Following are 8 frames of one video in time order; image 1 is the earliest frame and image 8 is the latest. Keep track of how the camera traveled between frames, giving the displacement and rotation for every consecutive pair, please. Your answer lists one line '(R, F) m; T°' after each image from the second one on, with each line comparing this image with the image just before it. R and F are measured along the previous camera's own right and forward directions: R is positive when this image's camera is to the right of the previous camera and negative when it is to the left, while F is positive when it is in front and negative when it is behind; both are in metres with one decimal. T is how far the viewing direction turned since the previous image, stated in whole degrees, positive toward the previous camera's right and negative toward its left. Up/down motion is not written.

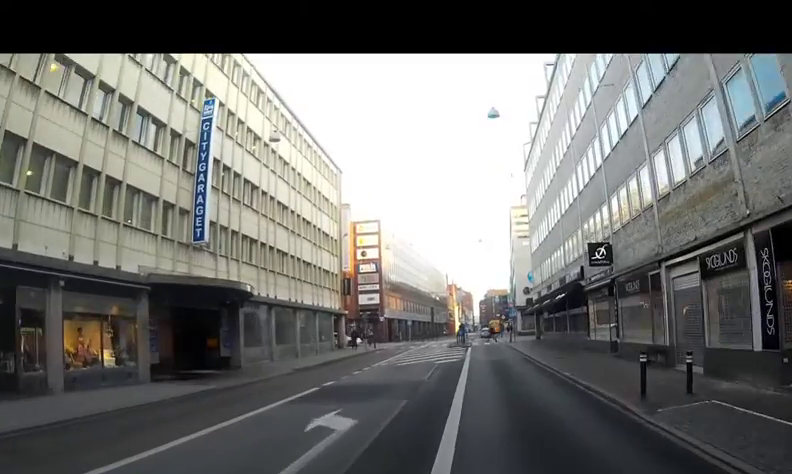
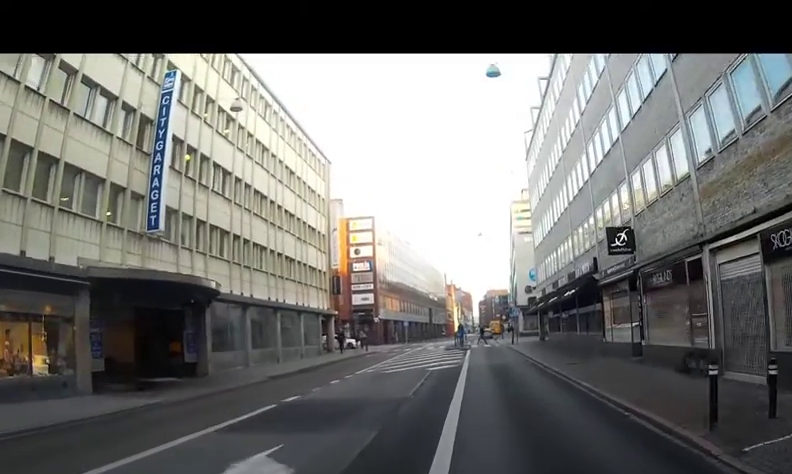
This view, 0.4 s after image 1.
(+0.2, +3.2) m; +2°
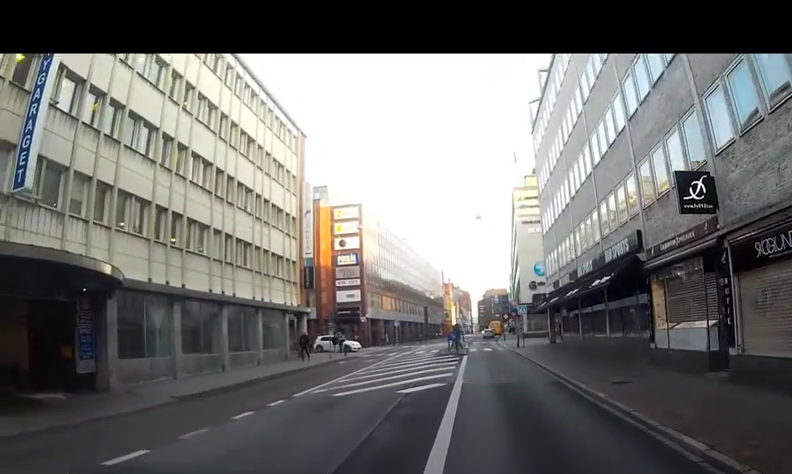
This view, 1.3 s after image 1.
(+0.3, +6.7) m; +2°
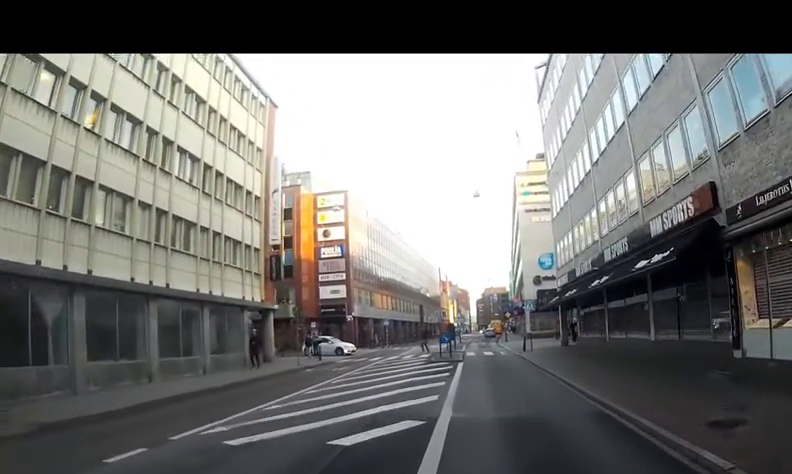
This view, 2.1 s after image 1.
(0.0, +6.1) m; 0°
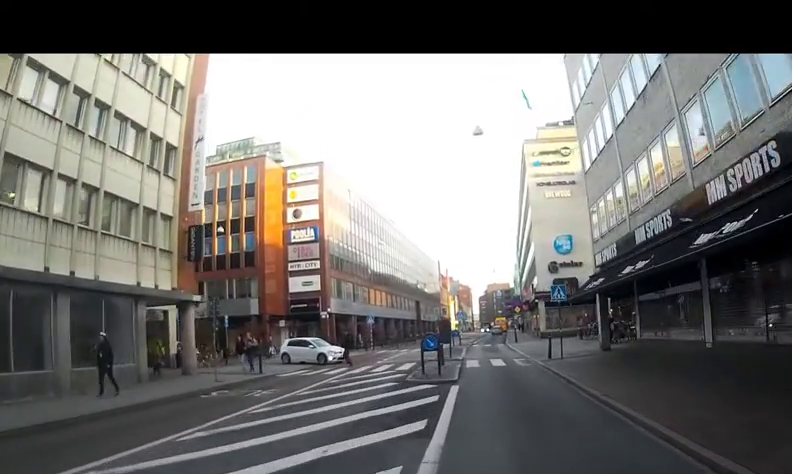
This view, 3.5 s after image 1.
(+0.1, +9.9) m; +1°
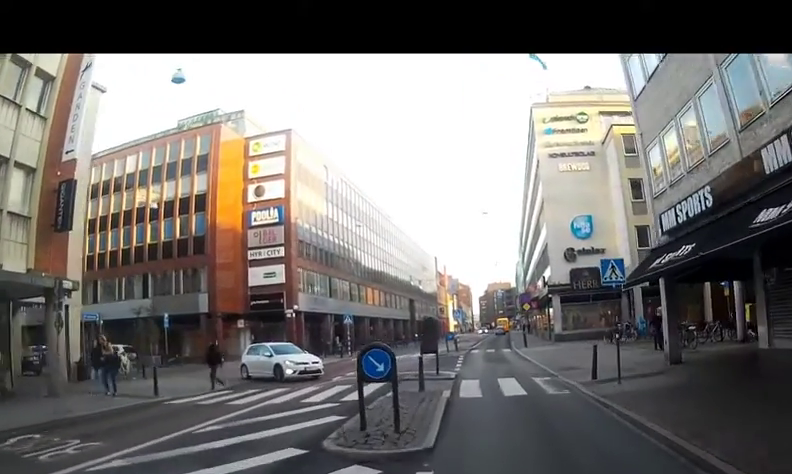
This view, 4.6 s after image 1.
(0.0, +8.5) m; -1°
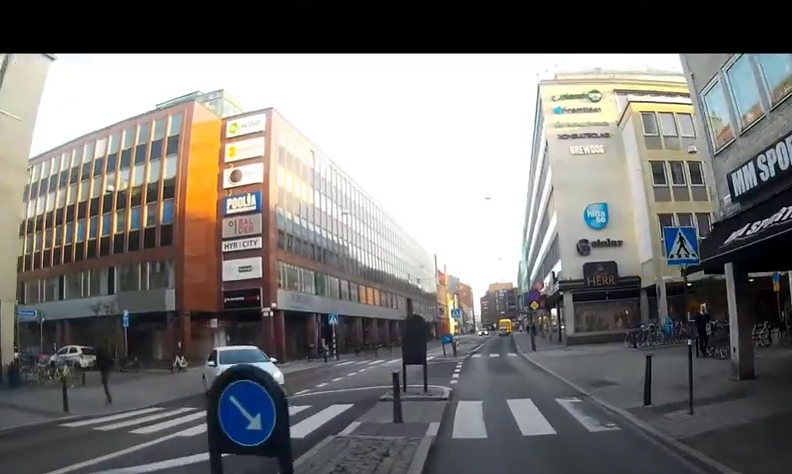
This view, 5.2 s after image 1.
(0.0, +4.3) m; 0°
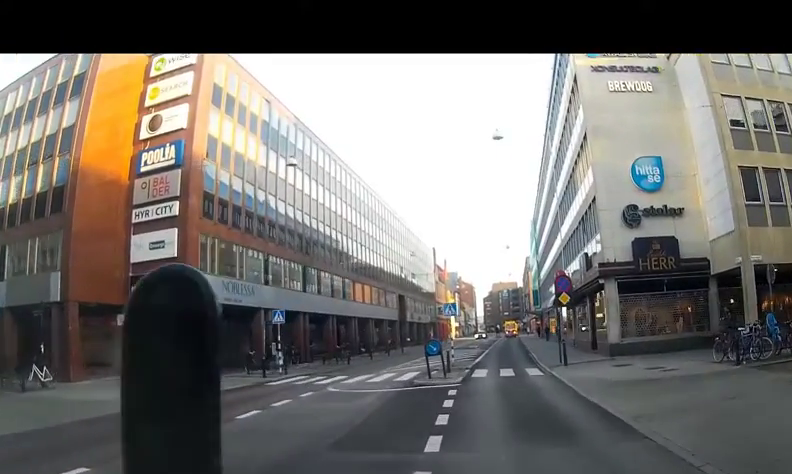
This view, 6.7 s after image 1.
(+0.2, +10.1) m; +2°
